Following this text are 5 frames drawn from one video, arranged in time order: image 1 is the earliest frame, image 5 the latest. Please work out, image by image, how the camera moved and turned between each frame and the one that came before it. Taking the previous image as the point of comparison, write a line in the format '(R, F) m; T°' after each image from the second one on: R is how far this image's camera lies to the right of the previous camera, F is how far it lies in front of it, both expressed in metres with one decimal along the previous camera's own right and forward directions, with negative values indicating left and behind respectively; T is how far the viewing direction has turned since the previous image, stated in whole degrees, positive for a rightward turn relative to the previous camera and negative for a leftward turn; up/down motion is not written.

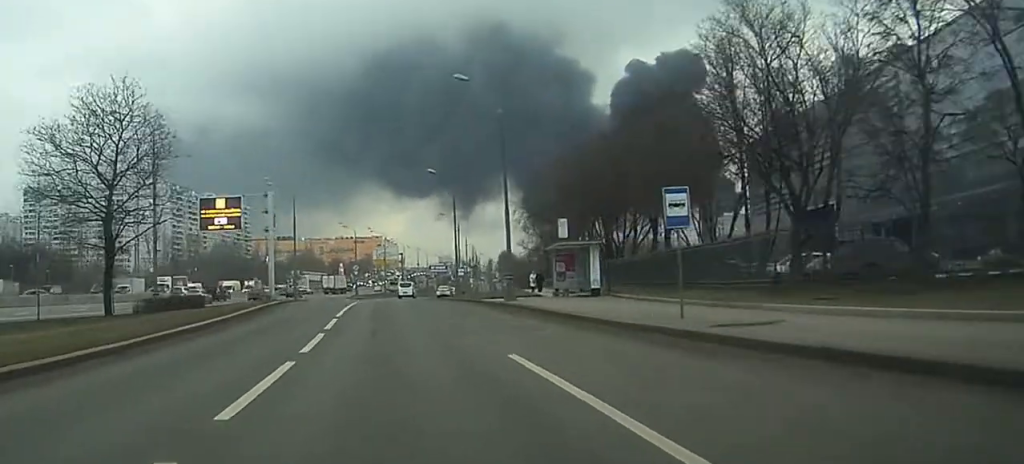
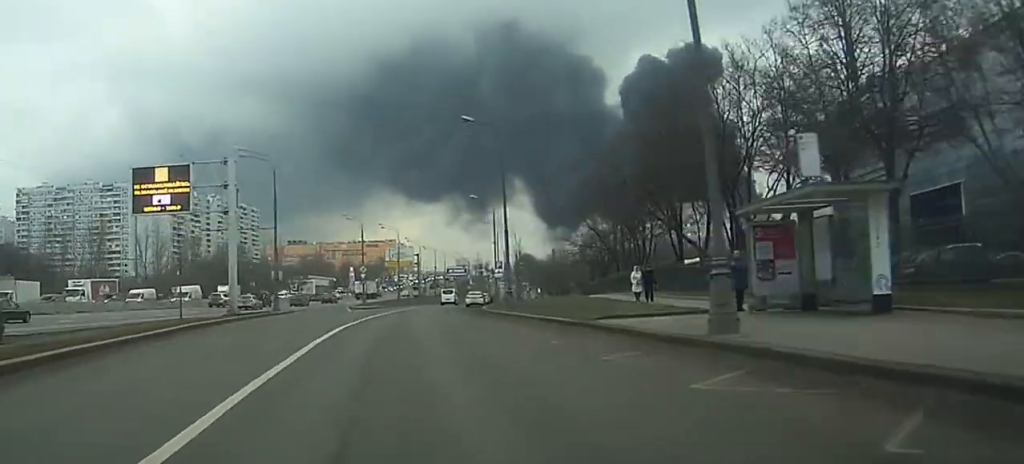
(-0.3, +25.1) m; -1°
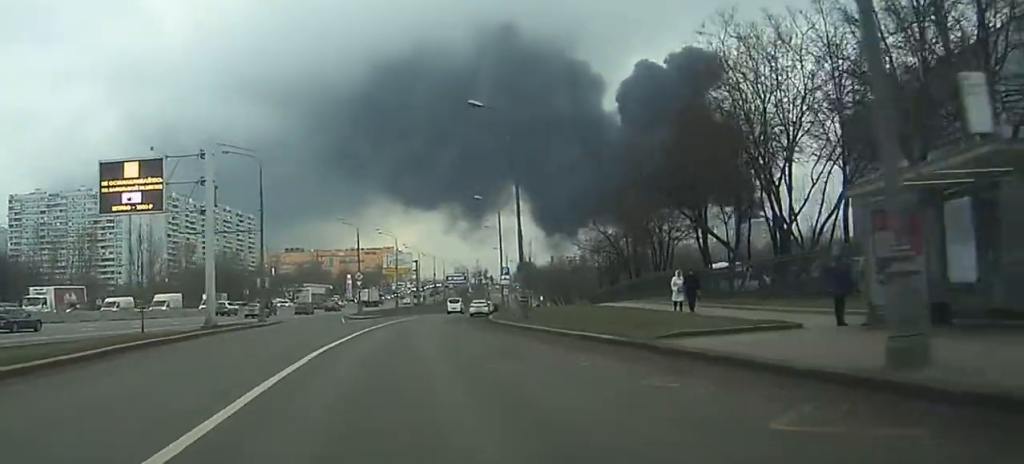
(-0.1, +6.1) m; 0°
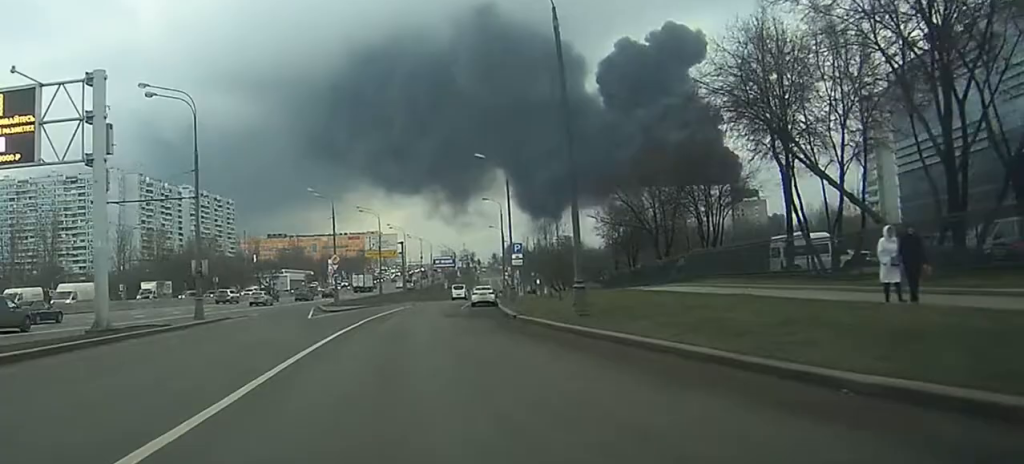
(-0.1, +16.3) m; 0°
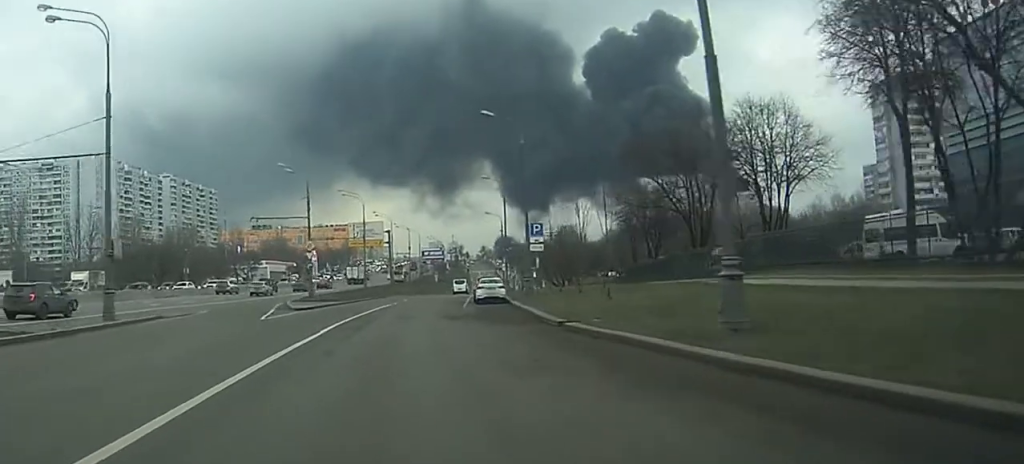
(0.0, +13.3) m; 0°
